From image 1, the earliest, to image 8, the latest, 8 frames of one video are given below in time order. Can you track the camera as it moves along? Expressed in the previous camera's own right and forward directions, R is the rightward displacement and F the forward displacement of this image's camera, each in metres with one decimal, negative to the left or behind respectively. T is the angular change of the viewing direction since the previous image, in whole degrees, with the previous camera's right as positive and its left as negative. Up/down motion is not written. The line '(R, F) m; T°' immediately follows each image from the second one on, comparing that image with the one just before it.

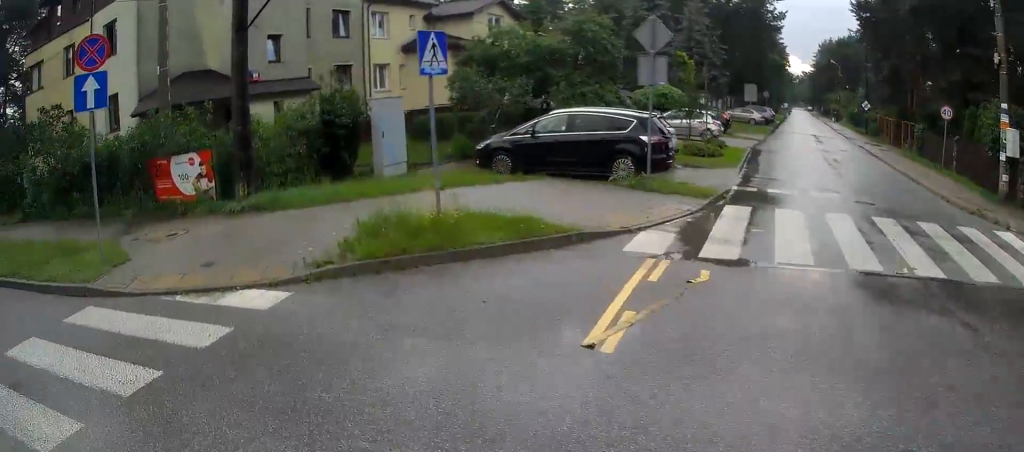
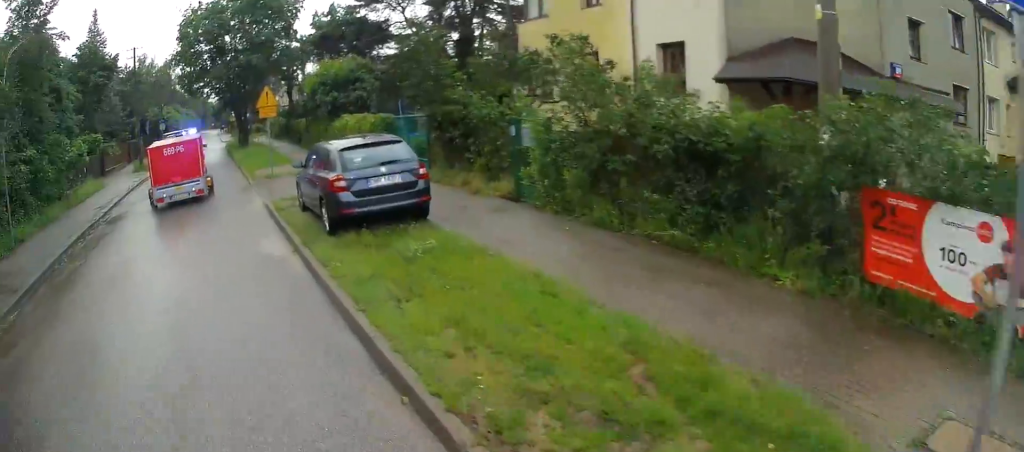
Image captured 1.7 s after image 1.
(-2.7, +5.2) m; -65°
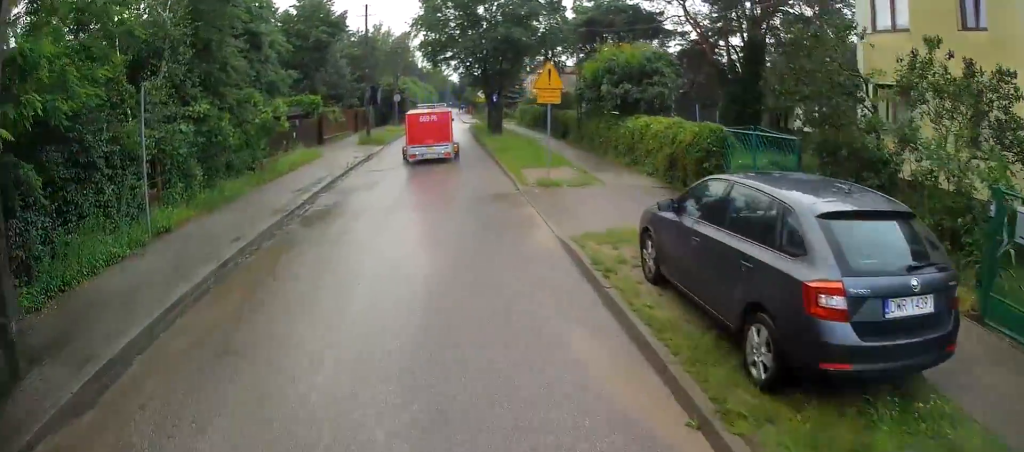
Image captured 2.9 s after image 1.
(-1.5, +5.5) m; -16°
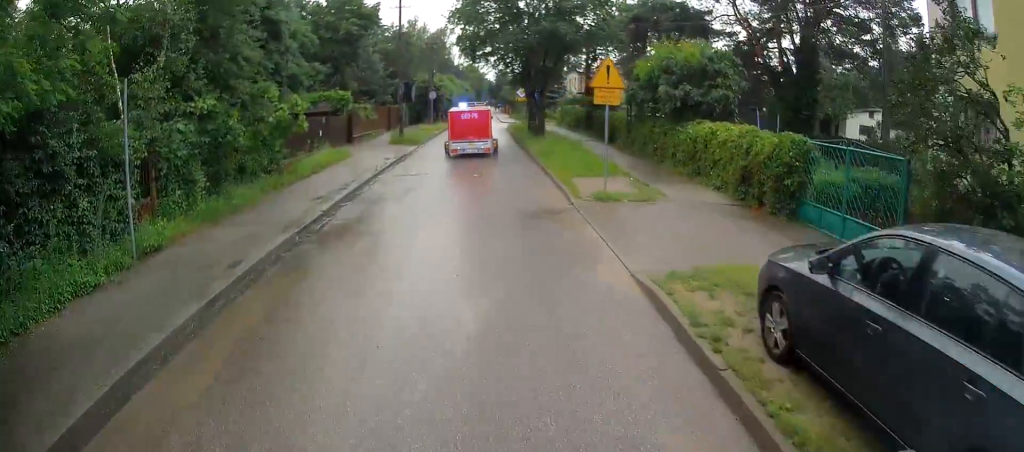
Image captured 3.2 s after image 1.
(0.0, +2.4) m; 0°
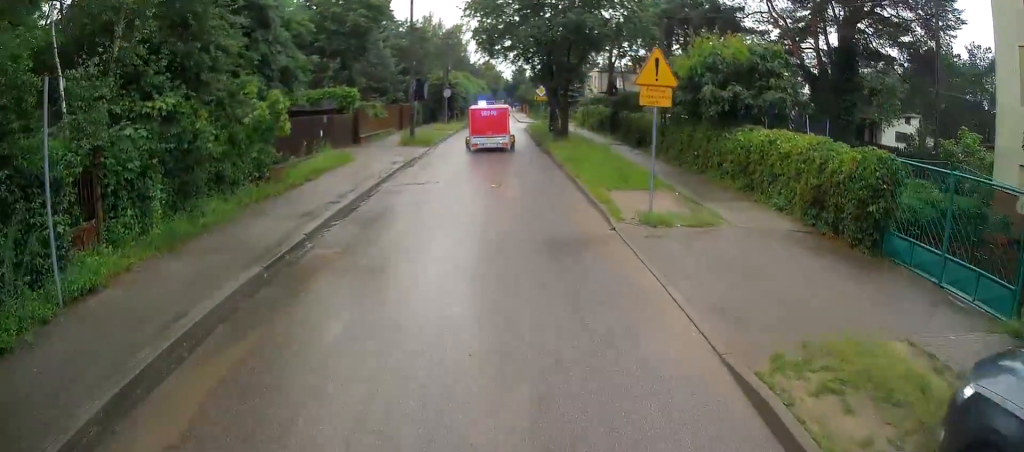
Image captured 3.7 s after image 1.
(0.0, +2.7) m; 0°
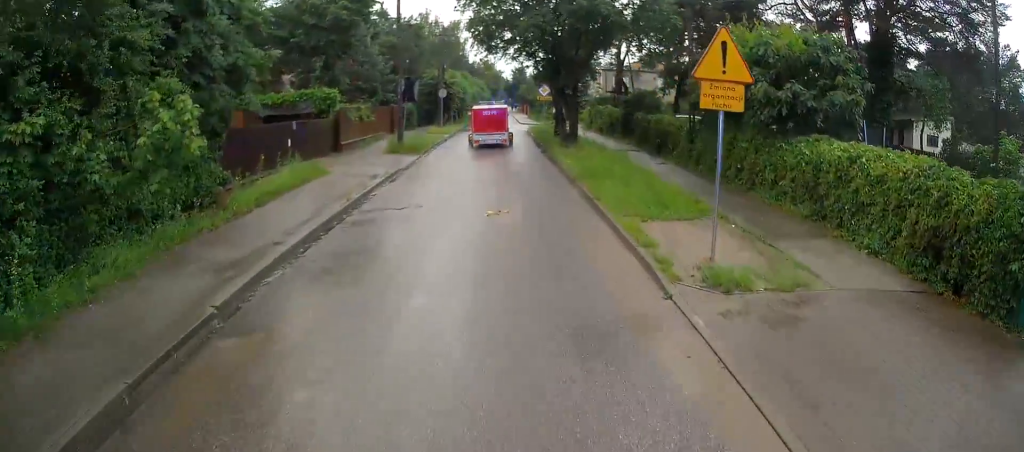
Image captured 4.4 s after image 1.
(0.0, +3.7) m; 0°
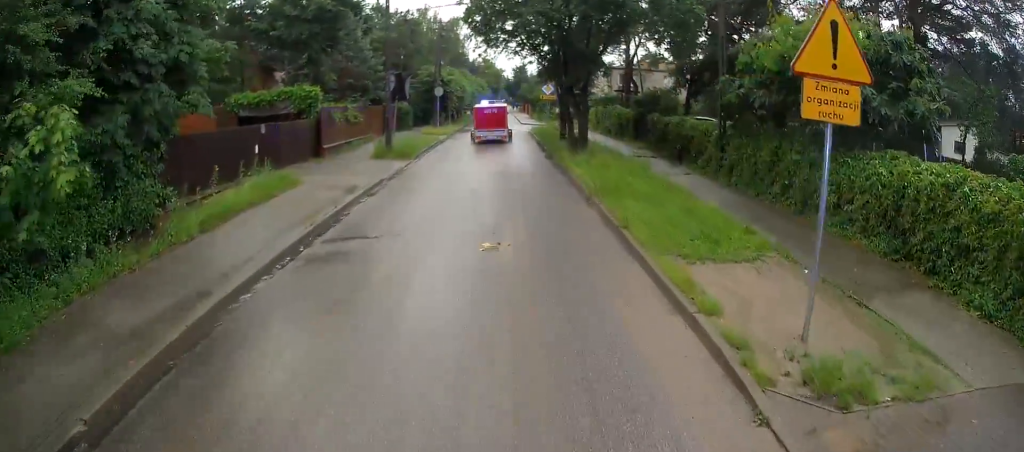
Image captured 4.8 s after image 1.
(0.0, +2.8) m; 0°
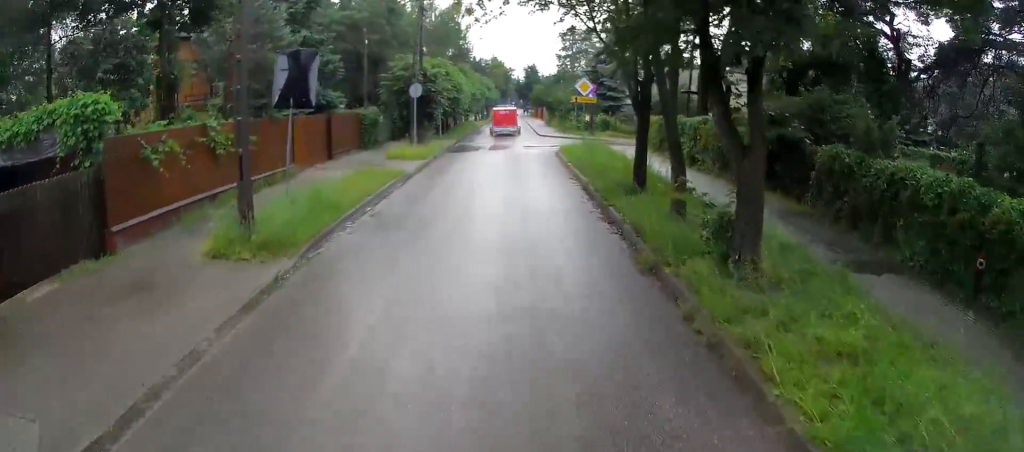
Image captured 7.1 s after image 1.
(+0.2, +13.7) m; +2°
